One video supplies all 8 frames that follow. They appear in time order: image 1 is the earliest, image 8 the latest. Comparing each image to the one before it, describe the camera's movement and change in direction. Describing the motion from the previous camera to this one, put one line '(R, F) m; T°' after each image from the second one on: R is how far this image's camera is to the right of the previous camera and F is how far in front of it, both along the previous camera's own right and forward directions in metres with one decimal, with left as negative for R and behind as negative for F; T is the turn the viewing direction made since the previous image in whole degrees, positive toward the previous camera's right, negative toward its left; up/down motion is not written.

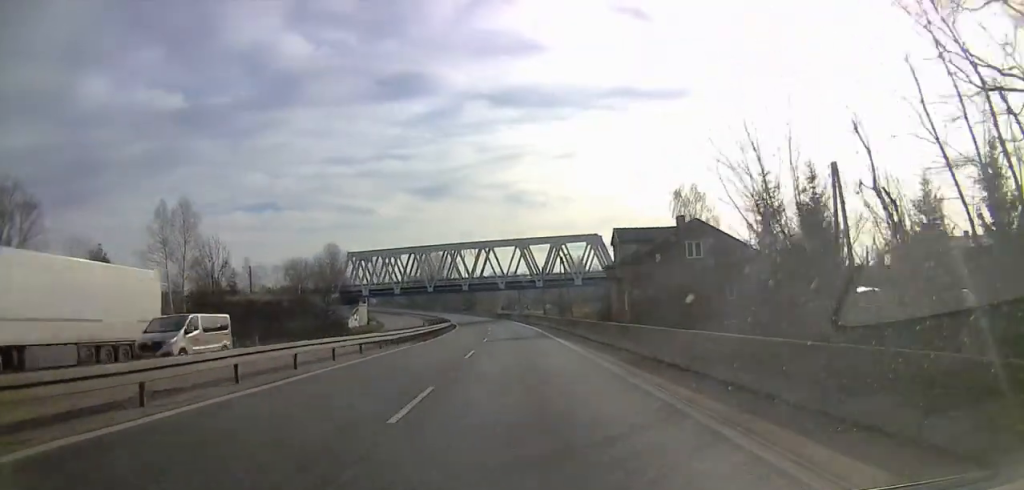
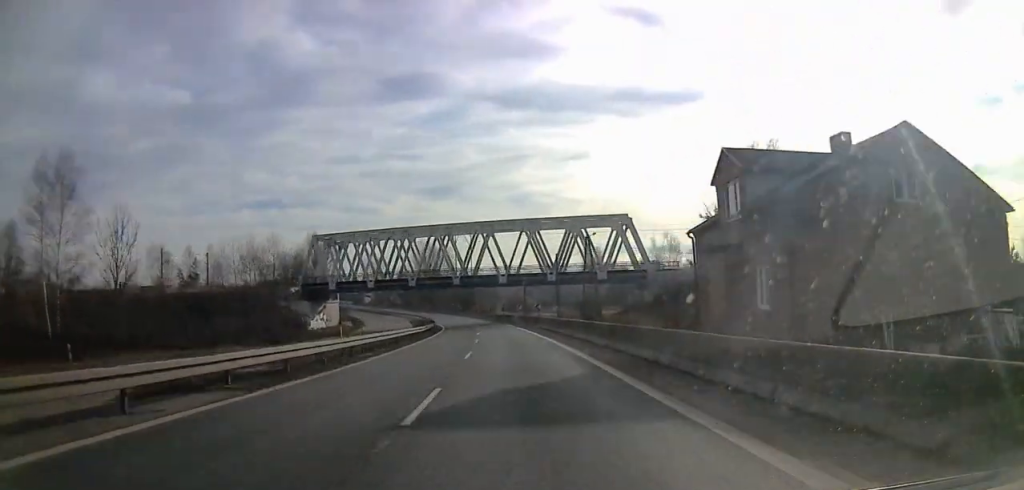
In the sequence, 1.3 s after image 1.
(-0.7, +23.7) m; -6°
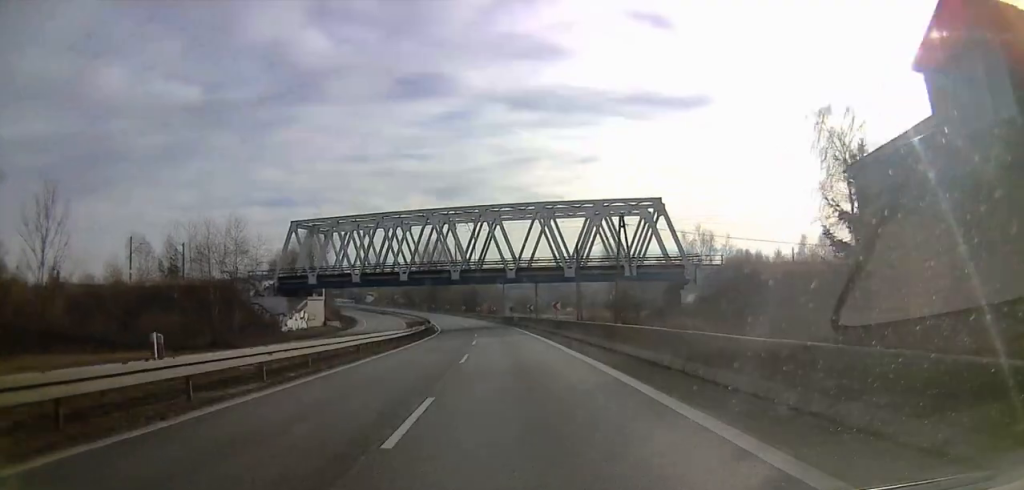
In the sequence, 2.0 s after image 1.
(-0.5, +13.4) m; -2°
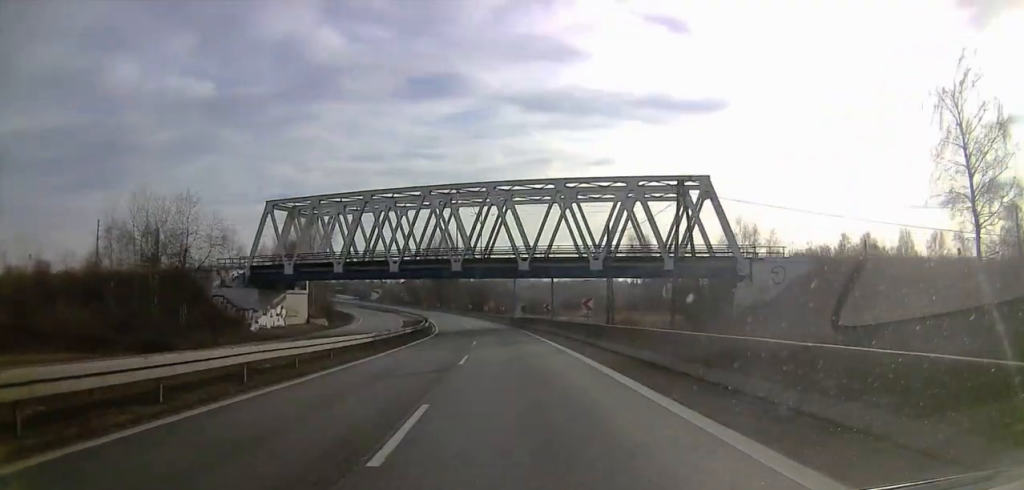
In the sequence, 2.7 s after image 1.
(-0.2, +12.8) m; -1°
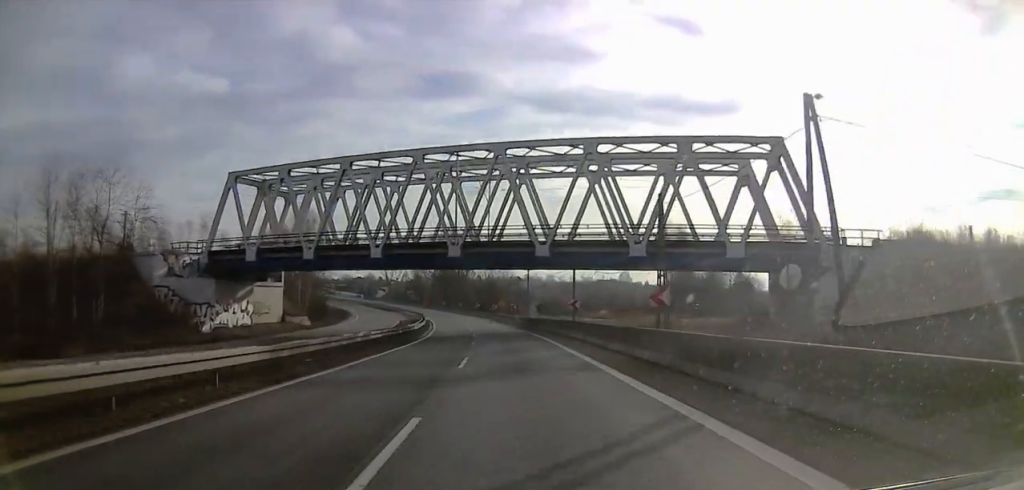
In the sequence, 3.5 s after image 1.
(0.0, +13.3) m; 0°
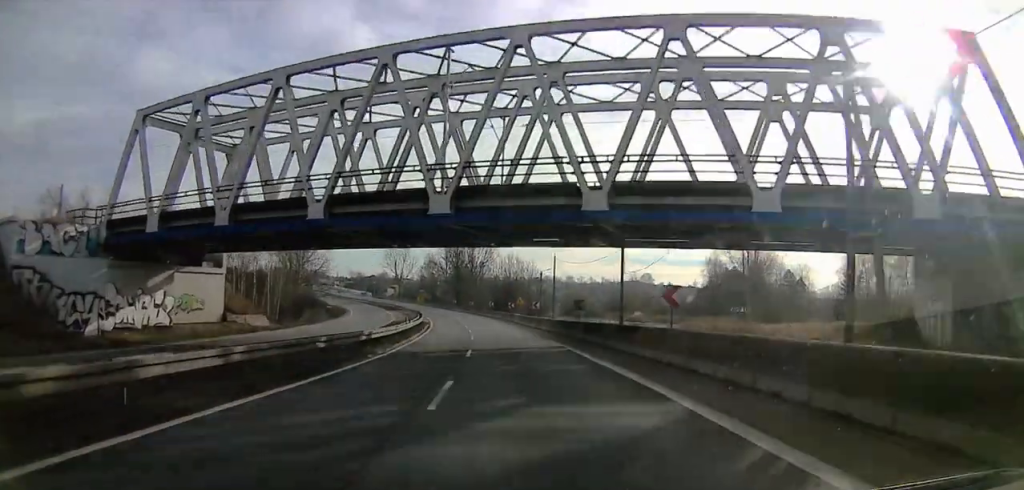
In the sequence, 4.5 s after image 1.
(0.0, +19.3) m; 0°
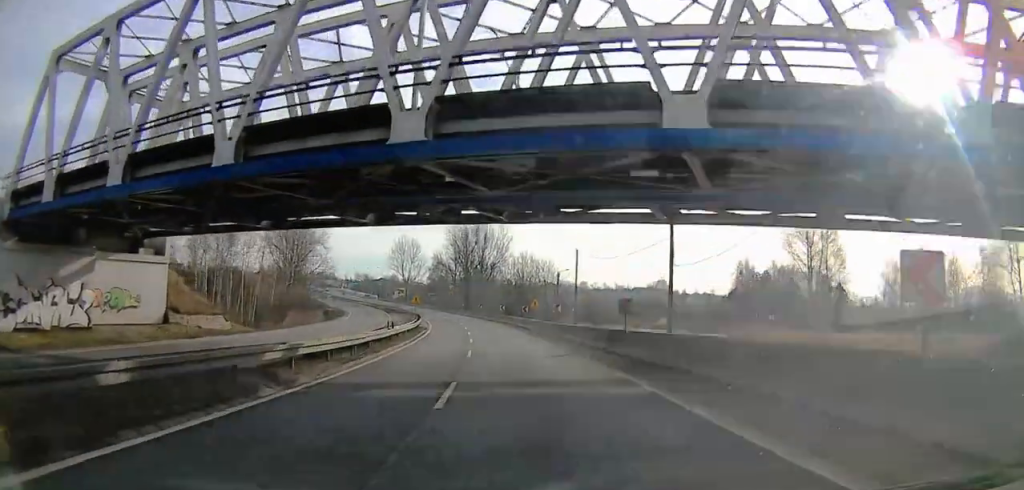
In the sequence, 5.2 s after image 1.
(0.0, +11.4) m; 0°
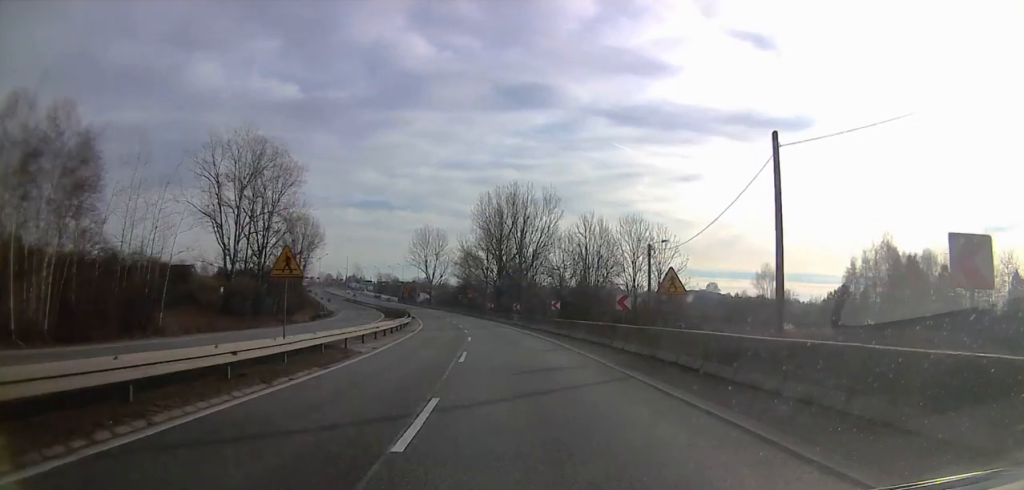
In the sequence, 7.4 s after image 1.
(0.0, +40.0) m; 0°
